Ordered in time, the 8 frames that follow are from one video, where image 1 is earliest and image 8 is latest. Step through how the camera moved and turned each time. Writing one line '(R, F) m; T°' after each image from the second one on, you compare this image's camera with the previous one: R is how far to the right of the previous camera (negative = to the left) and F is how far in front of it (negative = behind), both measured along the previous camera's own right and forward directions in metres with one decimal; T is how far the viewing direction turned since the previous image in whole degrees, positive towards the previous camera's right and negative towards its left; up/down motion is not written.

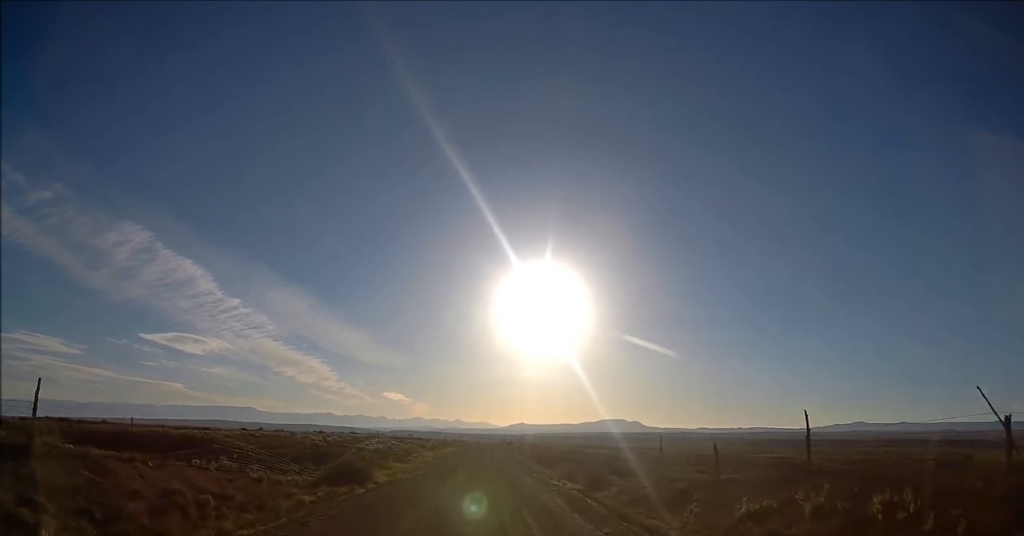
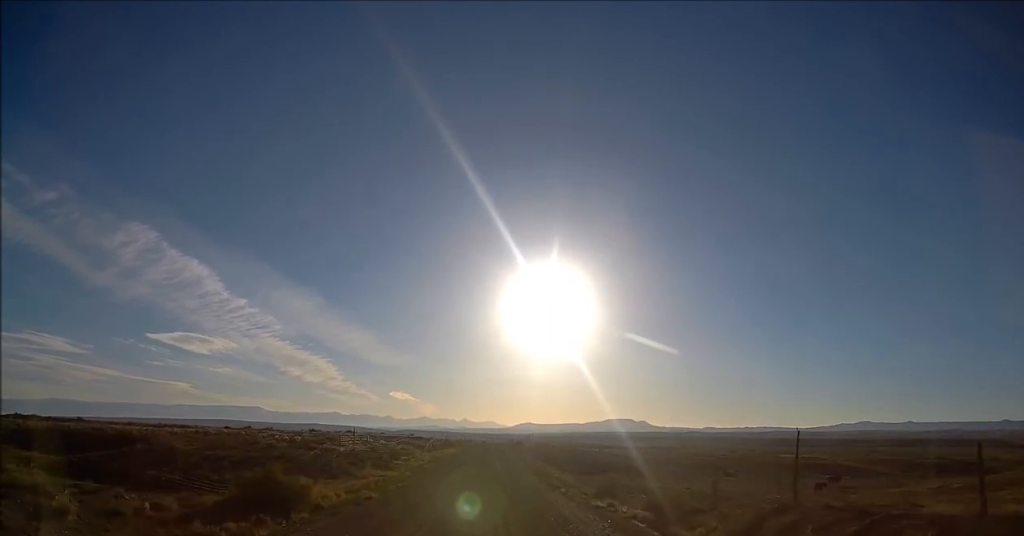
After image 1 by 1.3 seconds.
(+0.1, +13.7) m; +1°
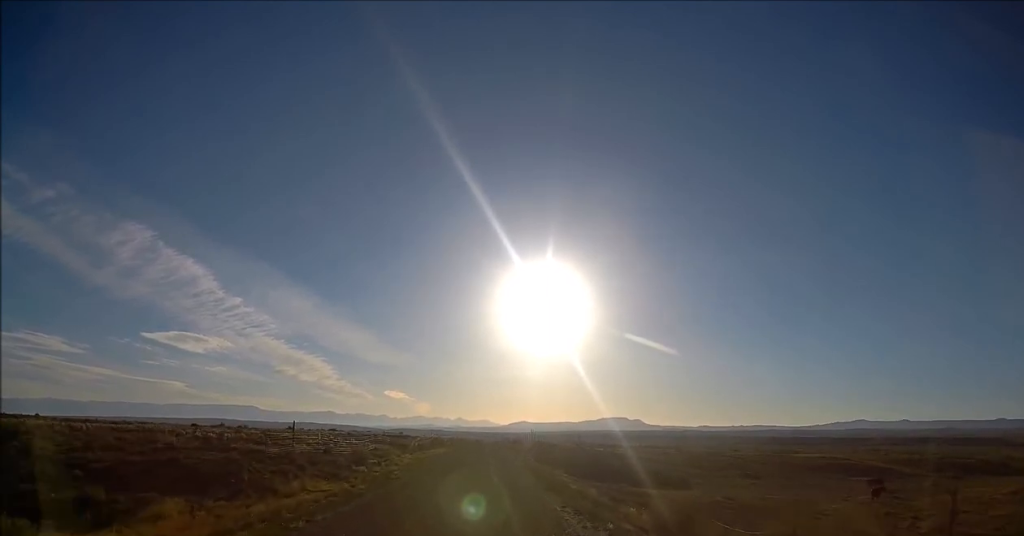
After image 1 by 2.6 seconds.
(+0.1, +14.7) m; 0°
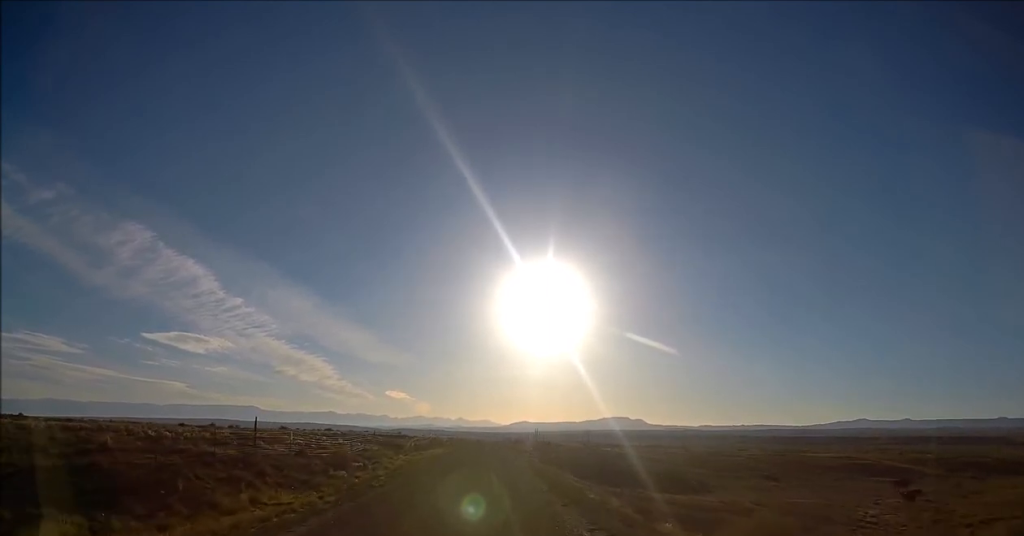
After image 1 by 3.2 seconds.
(0.0, +6.1) m; 0°
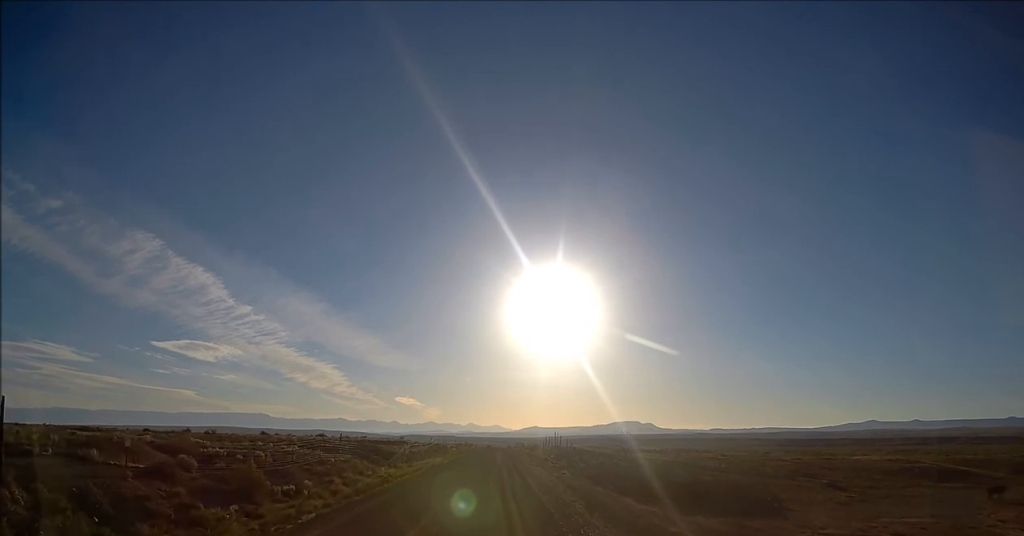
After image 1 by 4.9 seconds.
(-0.1, +16.7) m; -2°
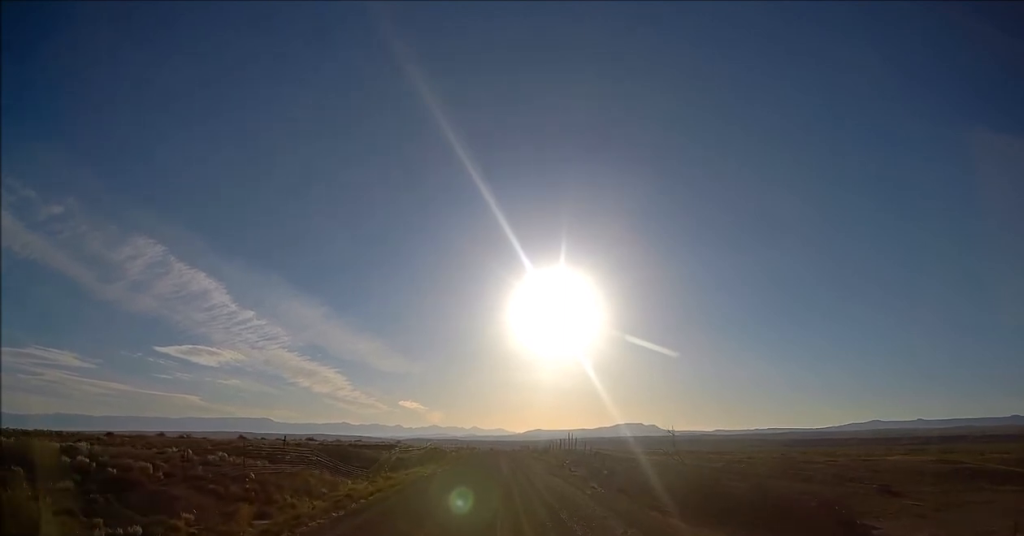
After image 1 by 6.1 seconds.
(-0.2, +11.9) m; -1°
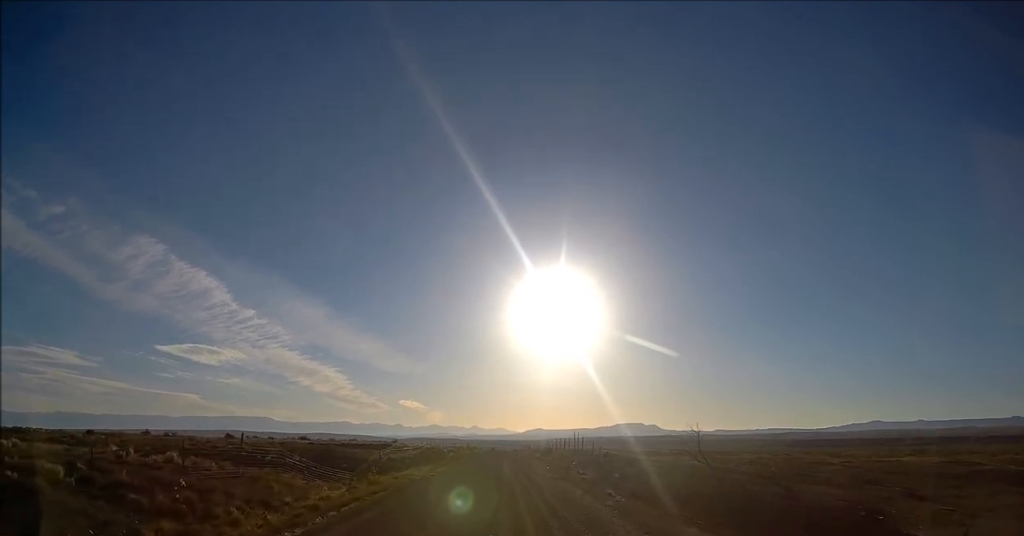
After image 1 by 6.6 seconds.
(0.0, +5.7) m; 0°
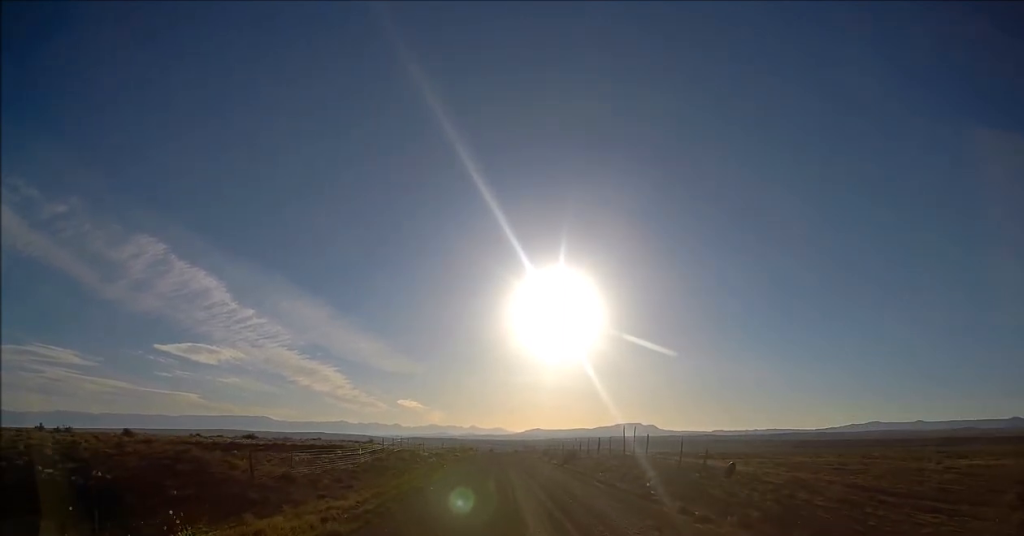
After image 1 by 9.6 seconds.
(+0.1, +29.1) m; +1°
